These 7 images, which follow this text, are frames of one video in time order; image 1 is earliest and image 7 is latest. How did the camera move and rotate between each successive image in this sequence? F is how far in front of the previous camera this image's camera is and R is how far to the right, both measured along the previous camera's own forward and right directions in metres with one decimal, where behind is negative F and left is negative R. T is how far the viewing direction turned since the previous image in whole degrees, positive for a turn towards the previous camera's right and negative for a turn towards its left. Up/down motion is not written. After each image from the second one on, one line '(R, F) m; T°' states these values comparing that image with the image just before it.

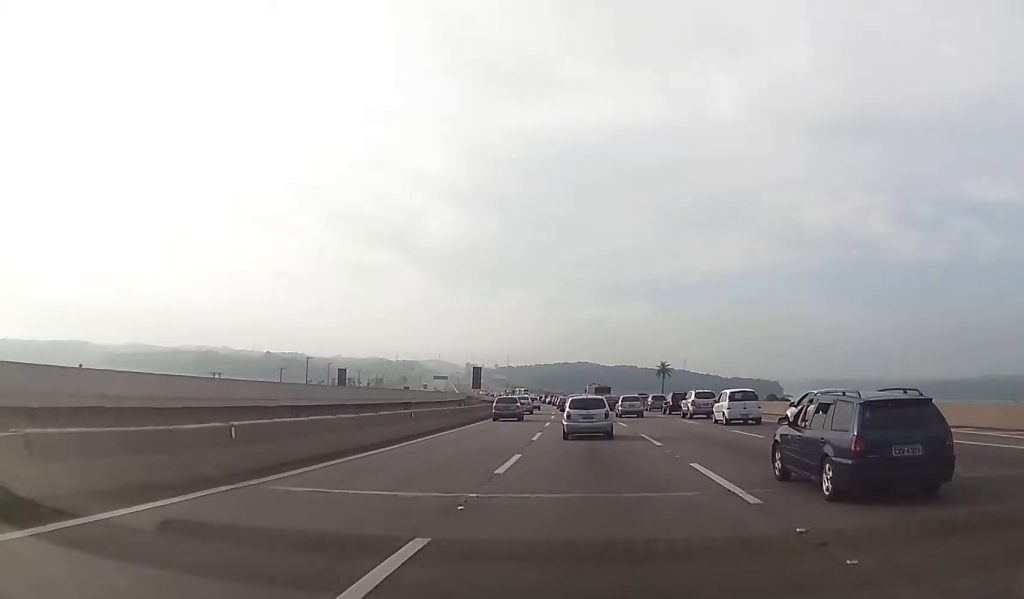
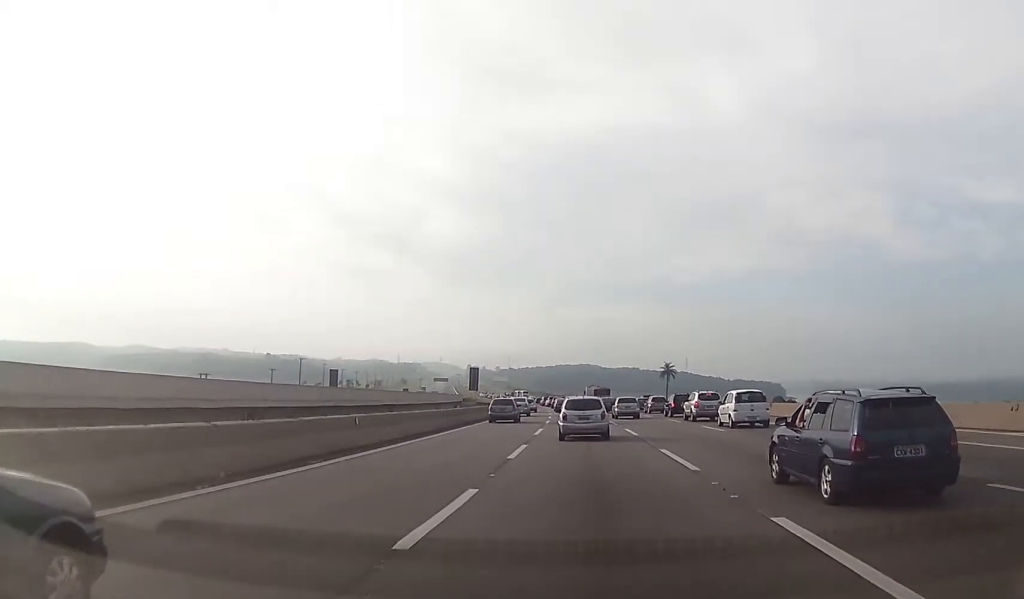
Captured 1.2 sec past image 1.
(-0.4, +7.1) m; 0°
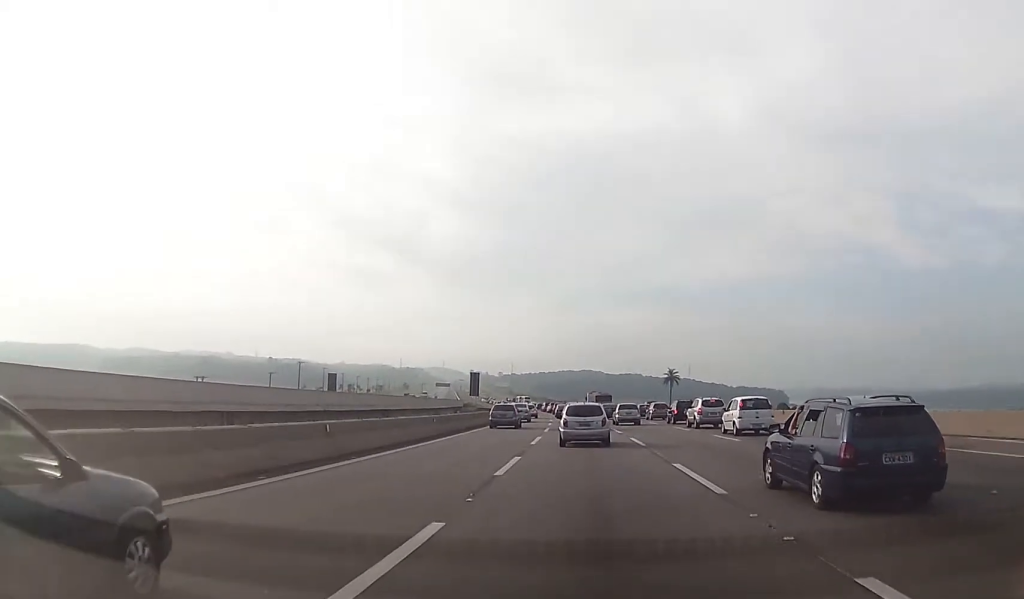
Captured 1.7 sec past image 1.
(+0.2, +2.7) m; +2°
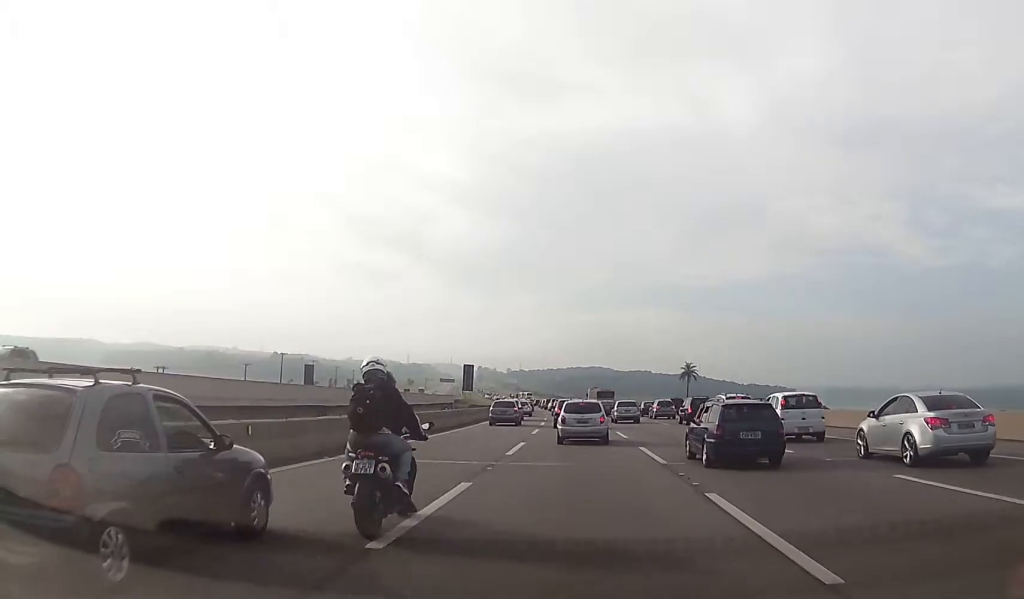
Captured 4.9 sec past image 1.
(-0.9, +19.4) m; -2°
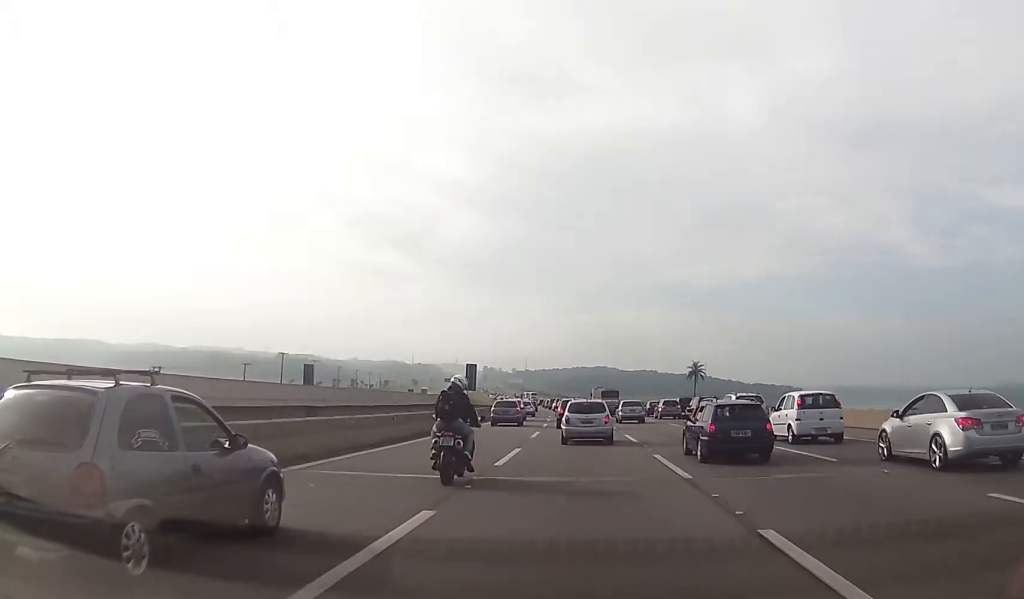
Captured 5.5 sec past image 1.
(+0.1, +3.3) m; 0°
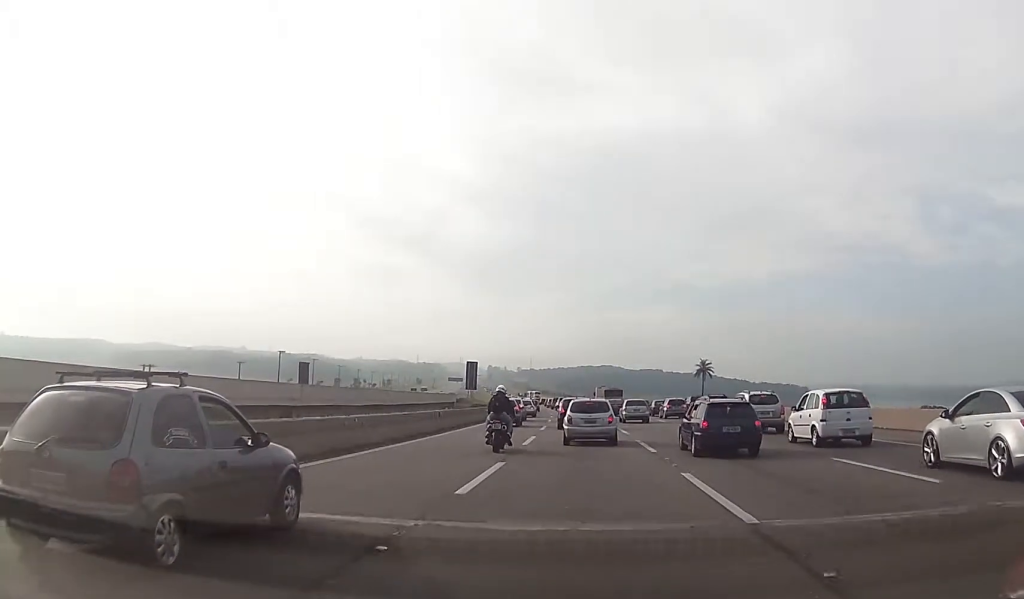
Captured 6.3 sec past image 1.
(+0.1, +5.1) m; -1°
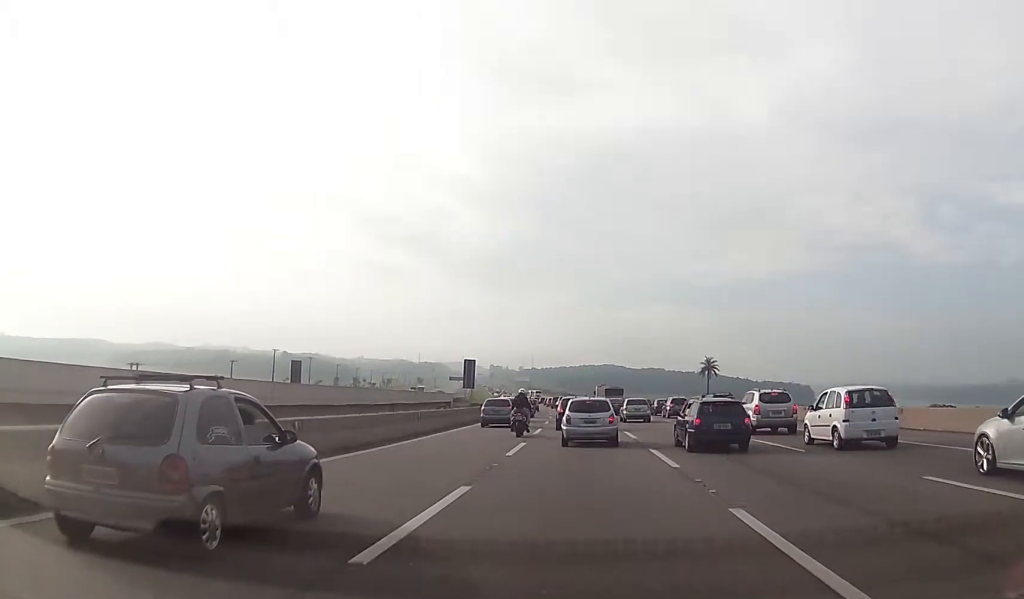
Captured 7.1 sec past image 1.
(-0.4, +5.0) m; 0°
